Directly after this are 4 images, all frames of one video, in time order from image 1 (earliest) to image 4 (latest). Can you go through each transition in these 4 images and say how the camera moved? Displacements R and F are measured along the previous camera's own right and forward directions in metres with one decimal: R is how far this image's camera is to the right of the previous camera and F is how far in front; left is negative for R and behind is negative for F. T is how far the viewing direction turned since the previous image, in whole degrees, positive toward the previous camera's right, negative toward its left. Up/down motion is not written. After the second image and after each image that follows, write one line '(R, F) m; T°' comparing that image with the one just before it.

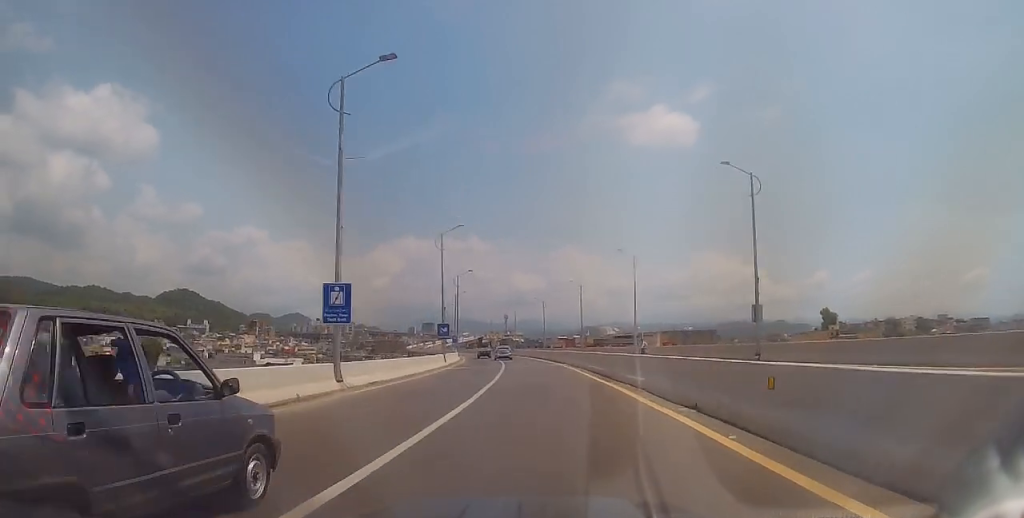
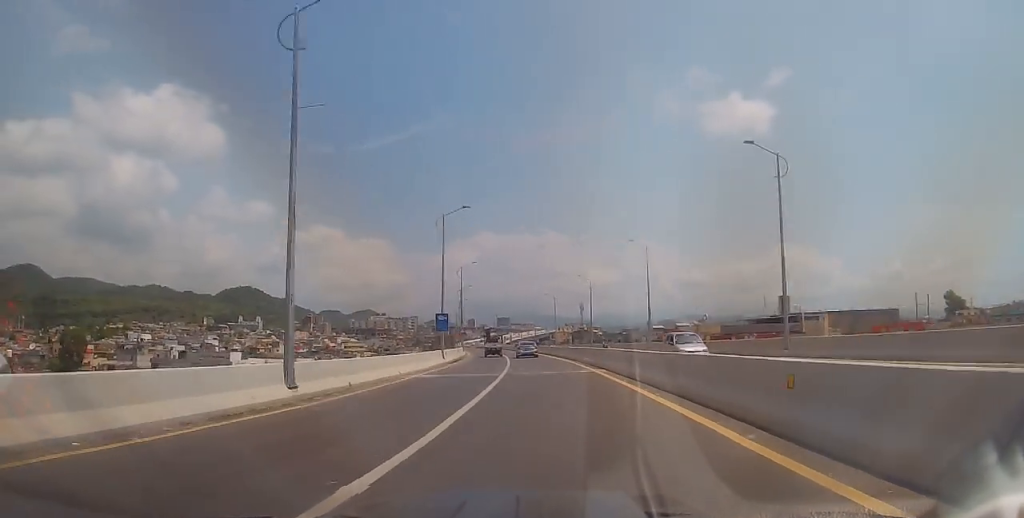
(-4.9, +60.8) m; -8°
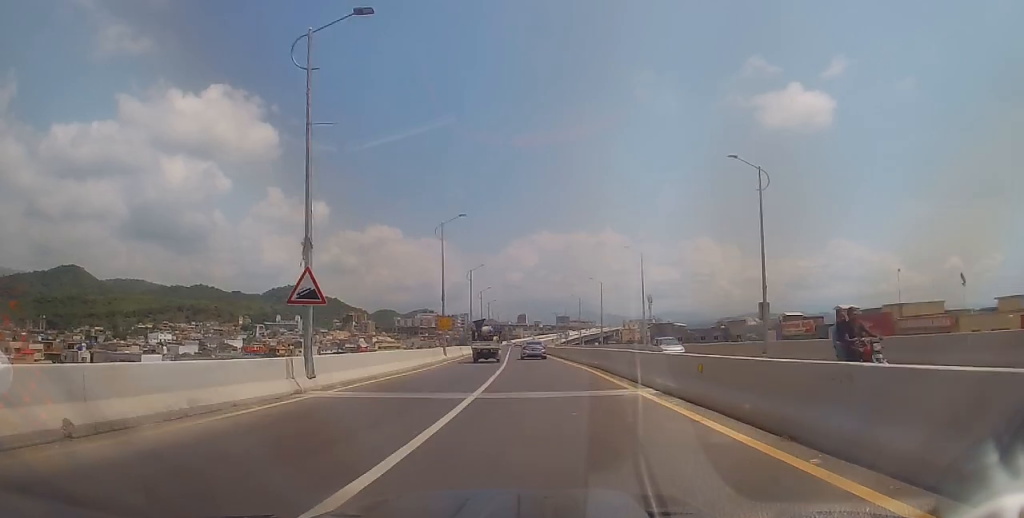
(-3.5, +56.7) m; -5°
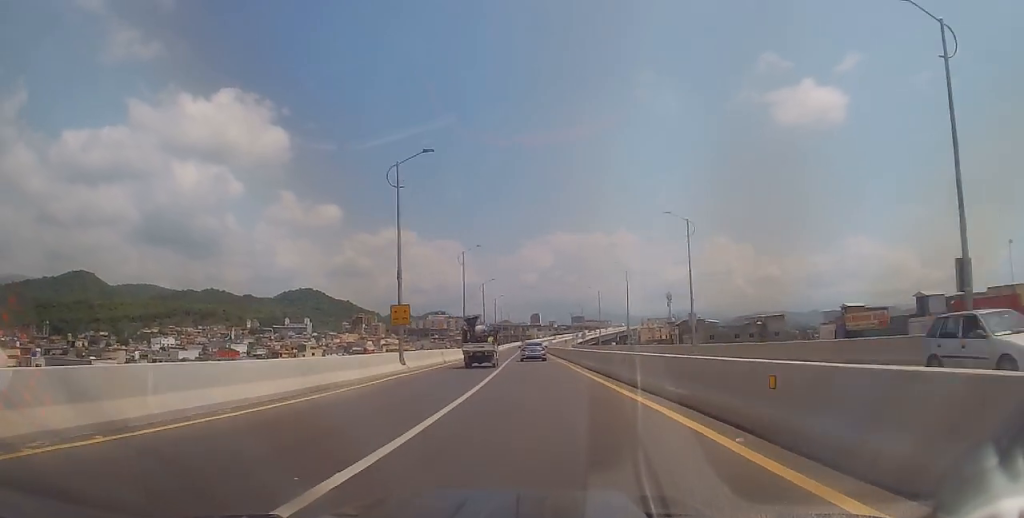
(-0.3, +16.6) m; -2°
